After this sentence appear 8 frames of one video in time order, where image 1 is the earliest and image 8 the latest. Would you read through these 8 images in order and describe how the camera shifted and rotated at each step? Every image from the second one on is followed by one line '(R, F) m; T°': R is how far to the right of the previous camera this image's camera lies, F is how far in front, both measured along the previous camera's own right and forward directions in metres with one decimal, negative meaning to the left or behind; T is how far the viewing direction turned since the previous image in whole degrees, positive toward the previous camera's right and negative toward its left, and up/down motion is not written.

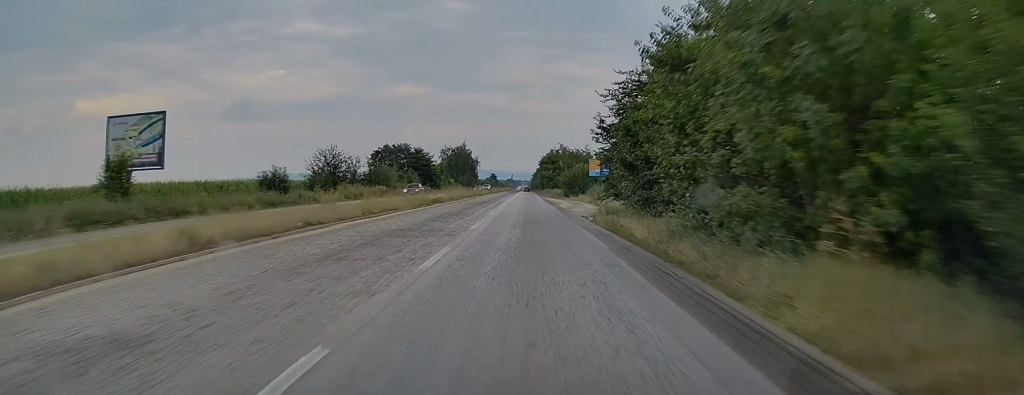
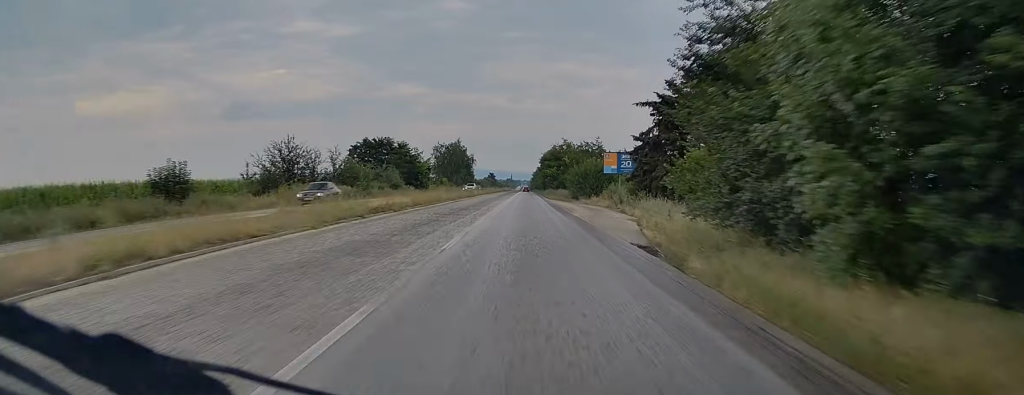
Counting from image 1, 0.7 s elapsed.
(+0.1, +15.2) m; 0°
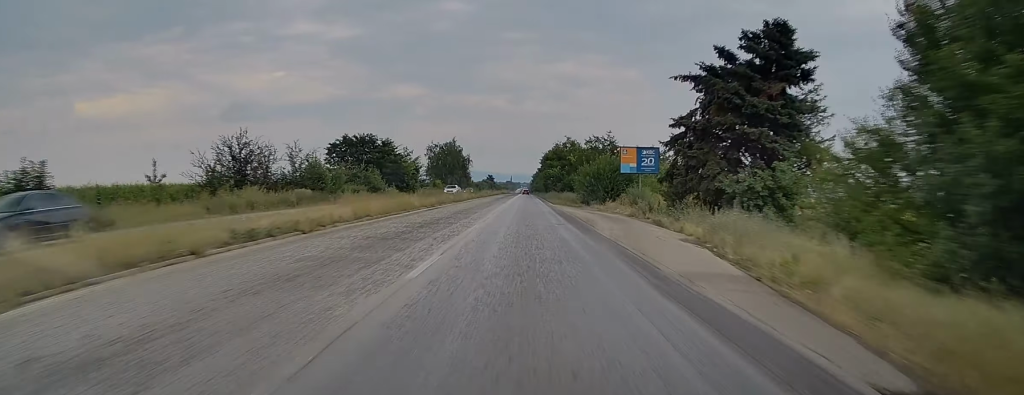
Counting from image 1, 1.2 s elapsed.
(-0.1, +11.6) m; 0°
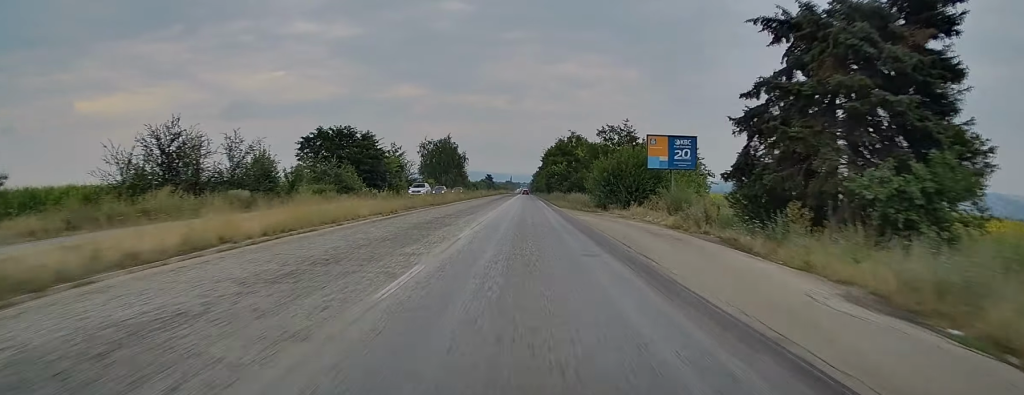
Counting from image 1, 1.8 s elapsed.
(0.0, +11.6) m; 0°
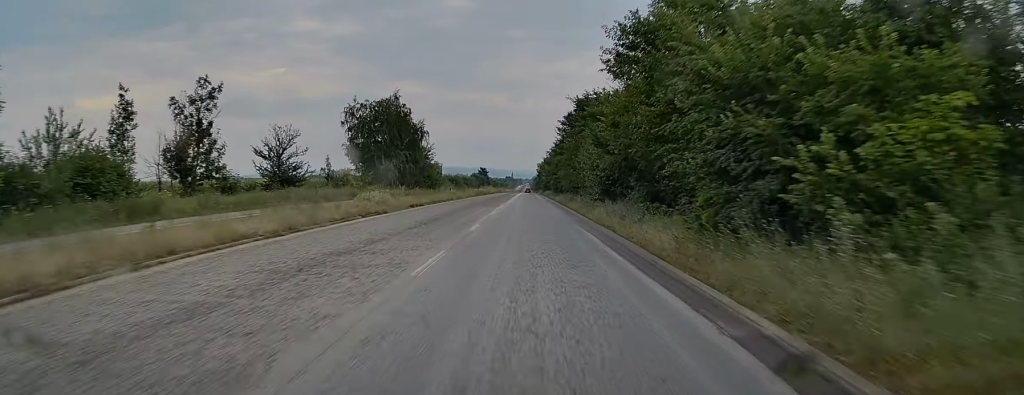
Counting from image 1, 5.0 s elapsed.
(+0.2, +70.4) m; 0°
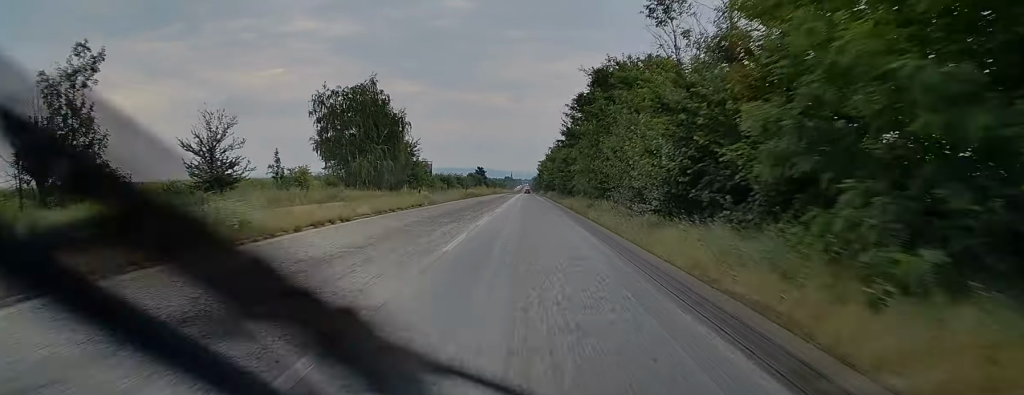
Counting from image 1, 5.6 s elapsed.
(0.0, +14.7) m; -1°
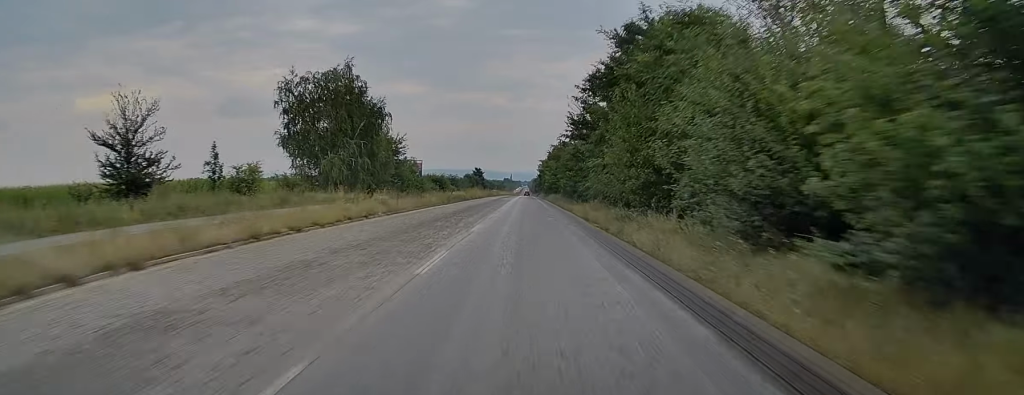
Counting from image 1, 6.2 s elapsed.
(-0.3, +11.6) m; 0°
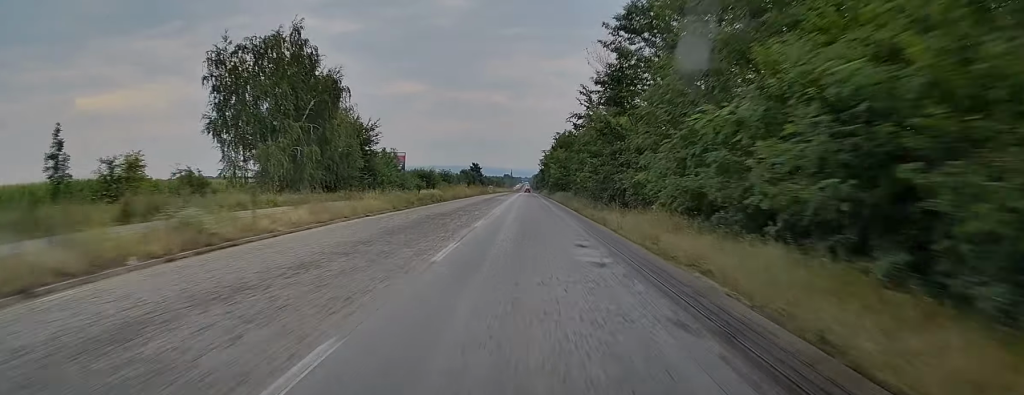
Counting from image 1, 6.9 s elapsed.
(0.0, +16.6) m; 0°
